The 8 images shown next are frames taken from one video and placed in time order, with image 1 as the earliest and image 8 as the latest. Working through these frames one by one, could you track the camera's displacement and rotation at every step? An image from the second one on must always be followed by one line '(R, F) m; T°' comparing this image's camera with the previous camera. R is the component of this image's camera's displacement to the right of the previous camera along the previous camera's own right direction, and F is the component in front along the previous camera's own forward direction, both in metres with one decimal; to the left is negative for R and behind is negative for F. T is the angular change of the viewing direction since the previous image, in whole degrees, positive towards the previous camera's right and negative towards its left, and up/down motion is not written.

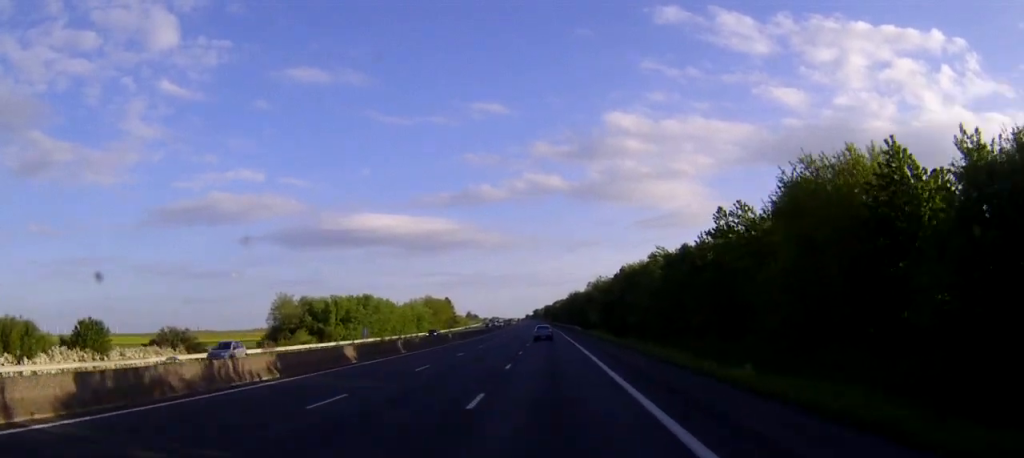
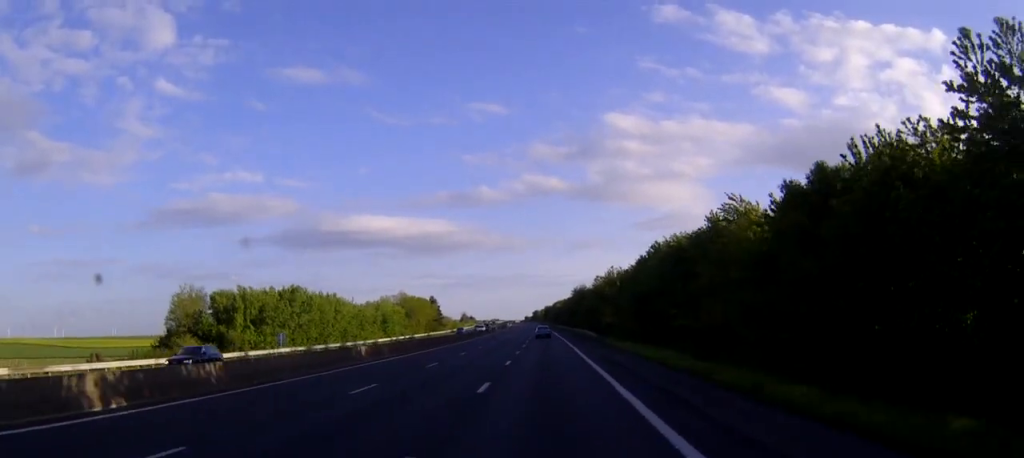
(0.0, +34.8) m; 0°
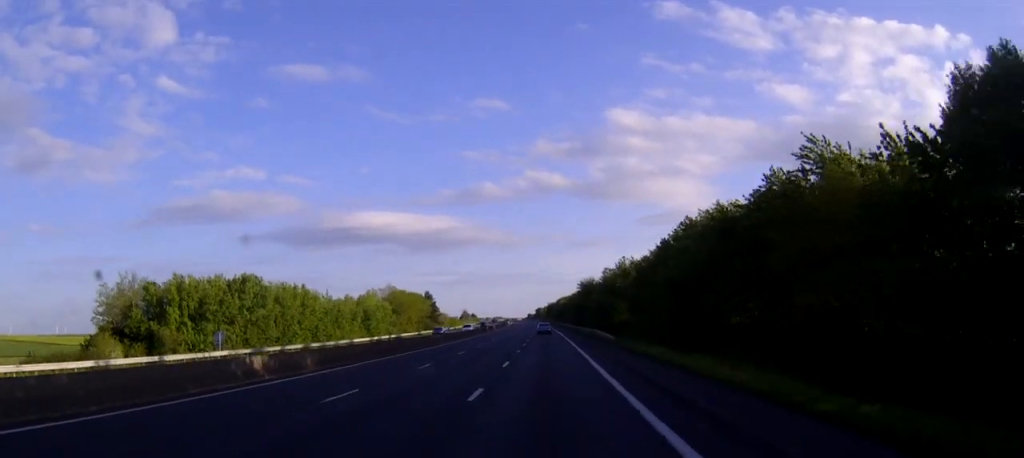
(-0.1, +15.5) m; 0°
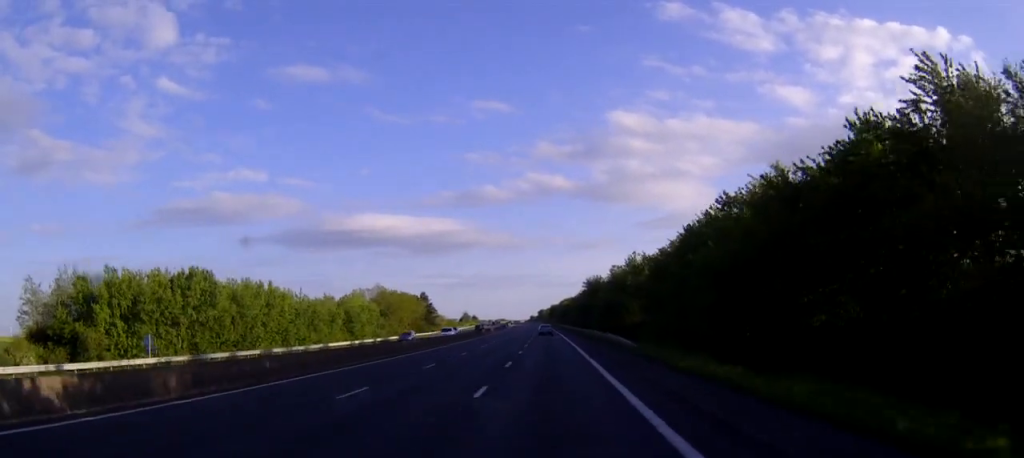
(0.0, +12.2) m; 0°
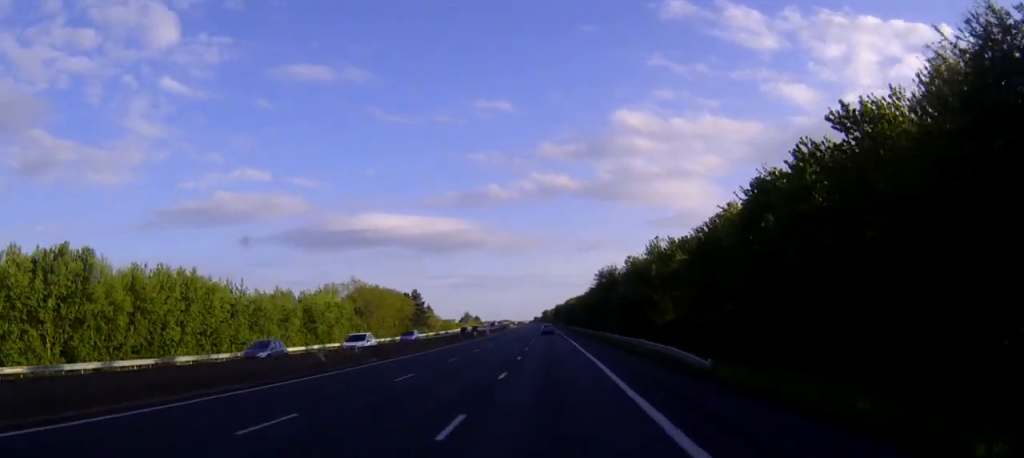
(0.0, +19.6) m; 0°
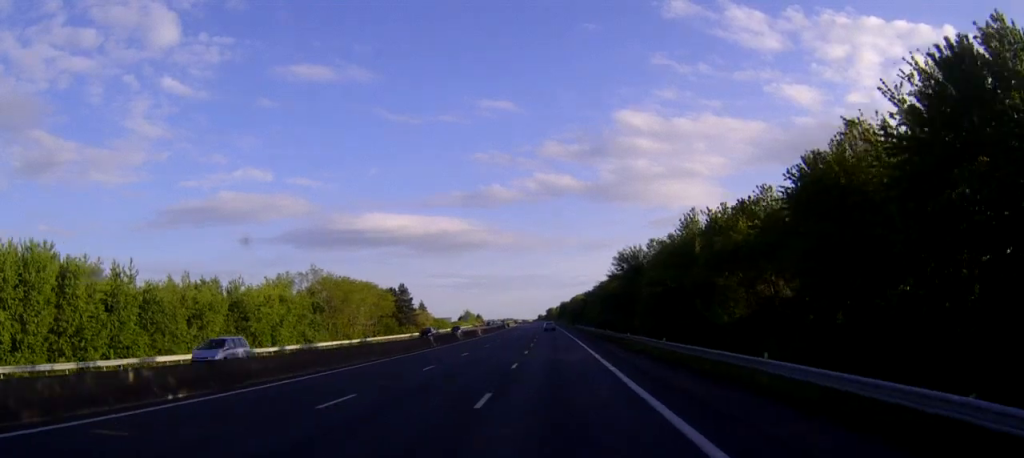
(-0.1, +22.2) m; 0°
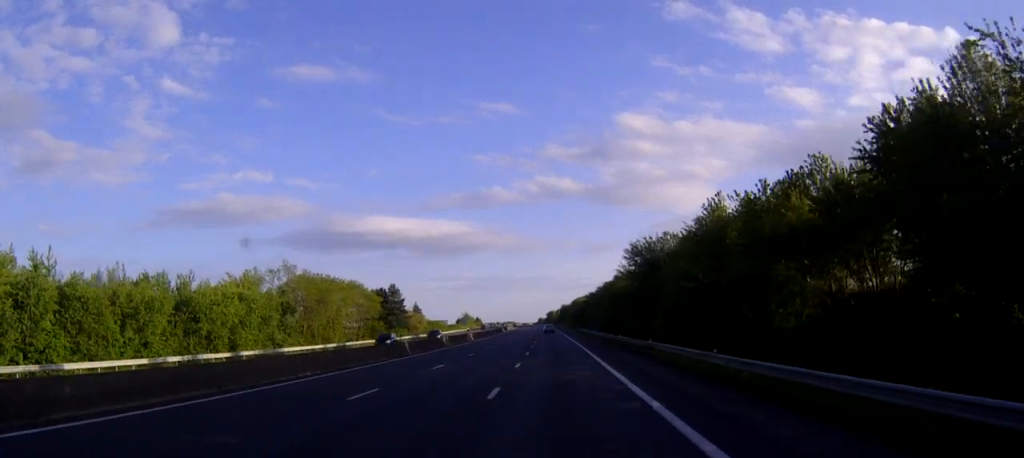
(0.0, +10.7) m; 0°
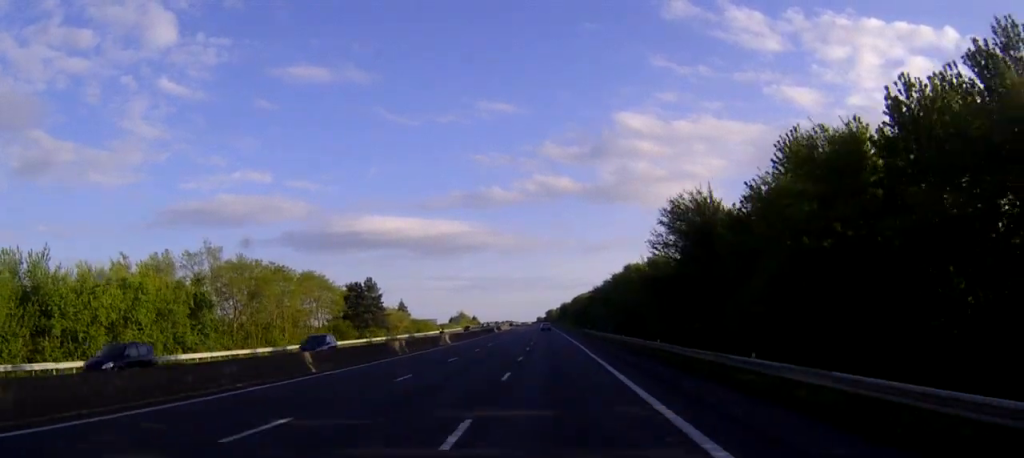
(0.0, +20.5) m; 0°
